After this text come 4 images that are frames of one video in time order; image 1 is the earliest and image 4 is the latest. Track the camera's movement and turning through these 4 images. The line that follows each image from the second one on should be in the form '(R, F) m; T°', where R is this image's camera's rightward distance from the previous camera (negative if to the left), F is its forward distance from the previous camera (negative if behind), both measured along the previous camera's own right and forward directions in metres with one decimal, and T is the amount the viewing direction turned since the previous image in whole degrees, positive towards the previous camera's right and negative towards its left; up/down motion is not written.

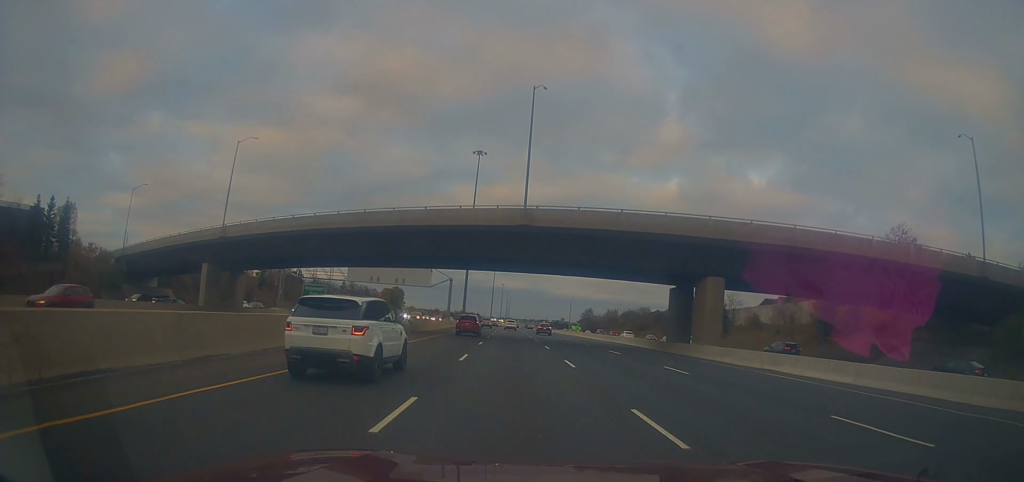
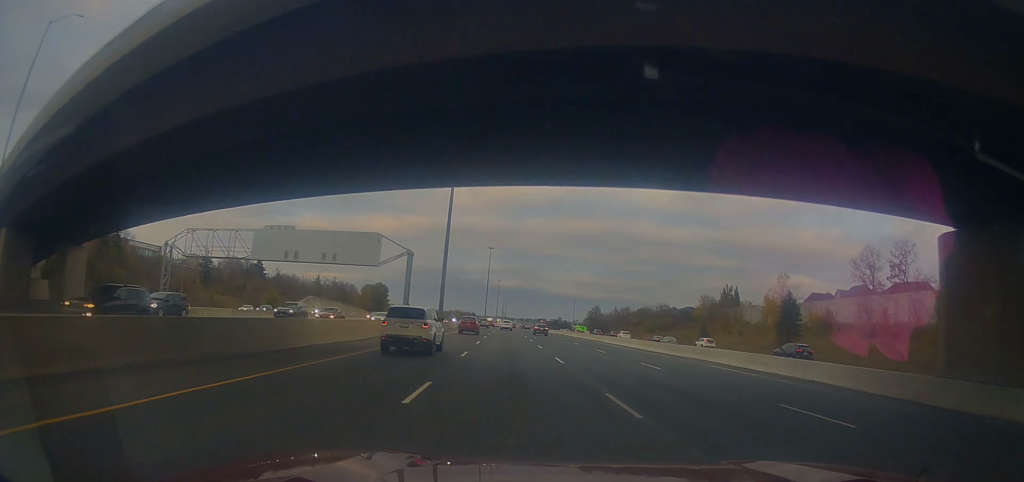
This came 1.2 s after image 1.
(-0.3, +33.9) m; 0°
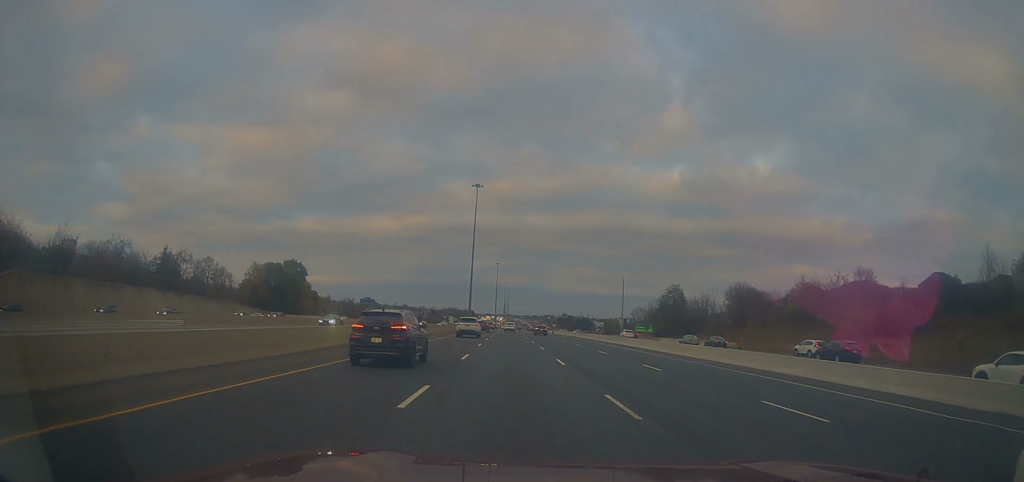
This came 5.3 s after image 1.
(0.0, +120.6) m; 0°
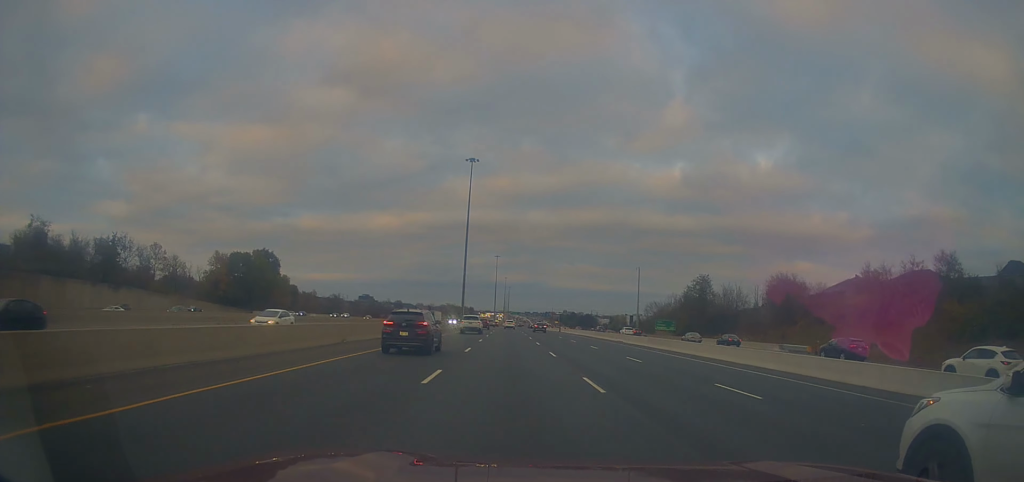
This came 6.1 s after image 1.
(0.0, +21.3) m; 0°
